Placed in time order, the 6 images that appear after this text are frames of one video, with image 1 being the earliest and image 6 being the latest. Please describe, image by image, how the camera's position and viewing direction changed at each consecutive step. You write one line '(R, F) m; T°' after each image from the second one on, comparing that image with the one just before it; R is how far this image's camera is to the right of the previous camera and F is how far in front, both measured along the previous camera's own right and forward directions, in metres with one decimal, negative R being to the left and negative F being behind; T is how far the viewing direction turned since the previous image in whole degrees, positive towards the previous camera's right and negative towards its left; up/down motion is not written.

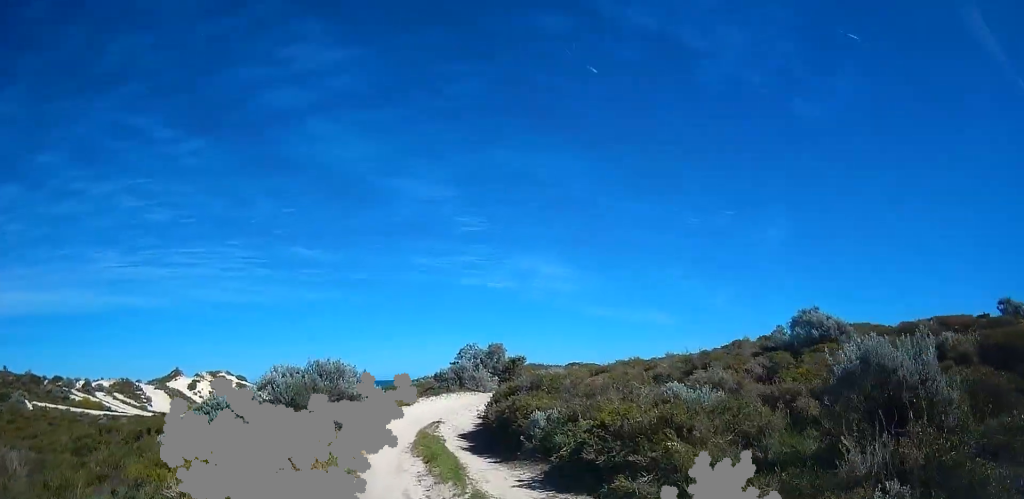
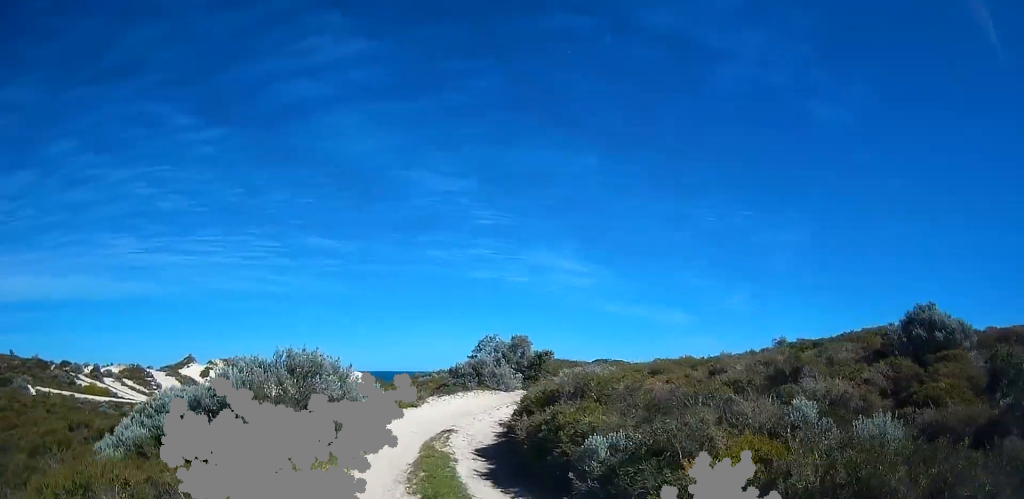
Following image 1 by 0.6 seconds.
(+0.4, +3.3) m; 0°
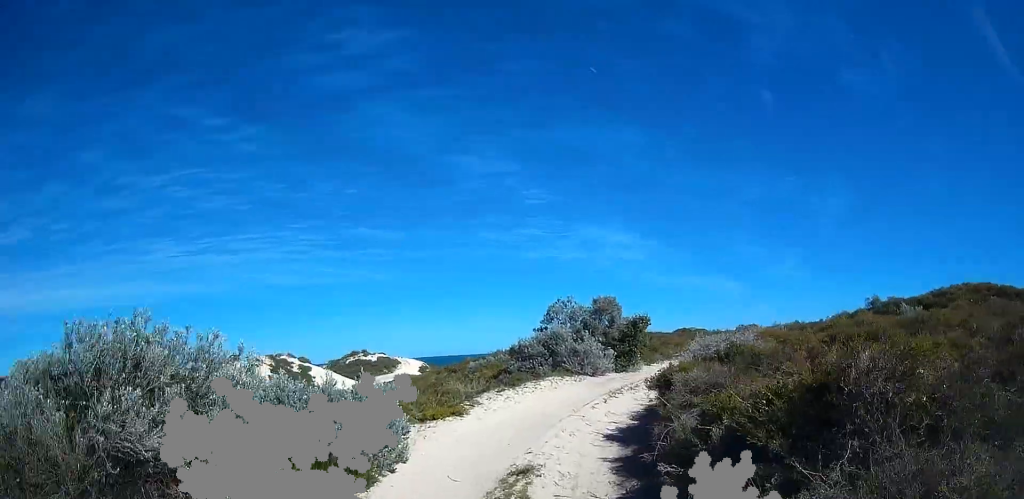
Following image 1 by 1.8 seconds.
(-0.7, +6.3) m; -6°
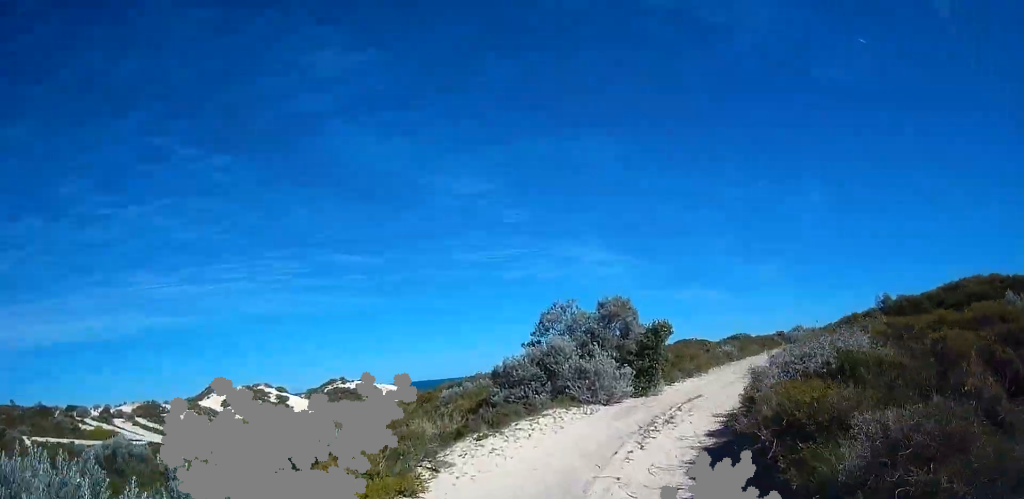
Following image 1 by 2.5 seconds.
(-0.1, +3.9) m; +8°
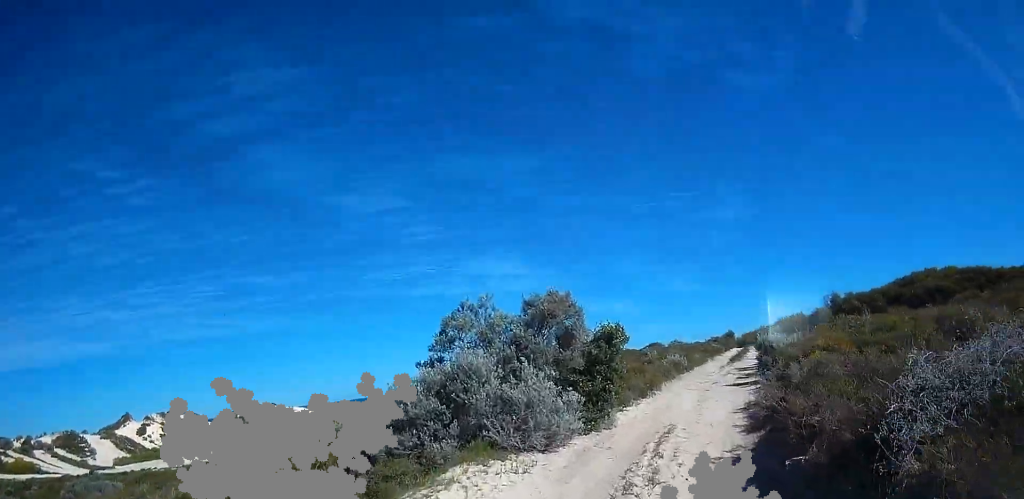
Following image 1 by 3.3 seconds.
(+0.6, +3.7) m; +9°
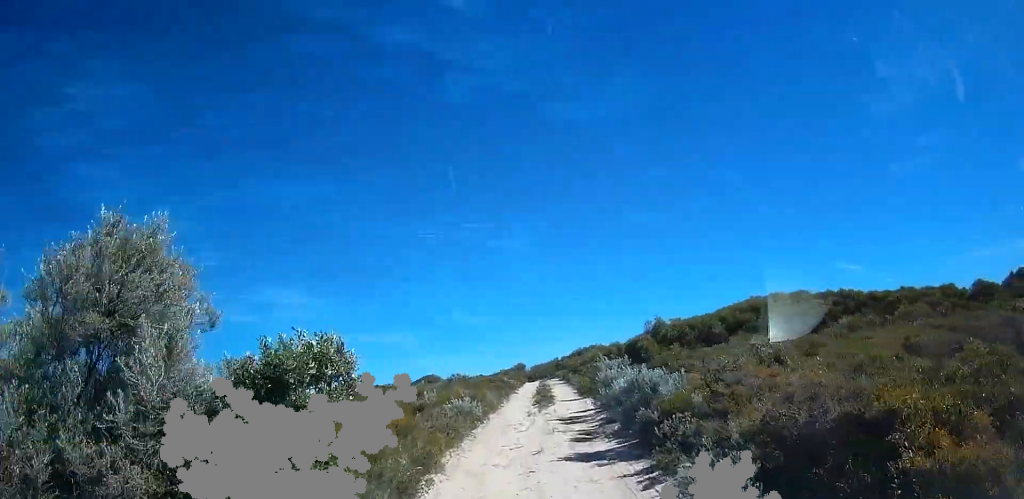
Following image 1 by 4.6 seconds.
(+0.6, +6.5) m; +11°
